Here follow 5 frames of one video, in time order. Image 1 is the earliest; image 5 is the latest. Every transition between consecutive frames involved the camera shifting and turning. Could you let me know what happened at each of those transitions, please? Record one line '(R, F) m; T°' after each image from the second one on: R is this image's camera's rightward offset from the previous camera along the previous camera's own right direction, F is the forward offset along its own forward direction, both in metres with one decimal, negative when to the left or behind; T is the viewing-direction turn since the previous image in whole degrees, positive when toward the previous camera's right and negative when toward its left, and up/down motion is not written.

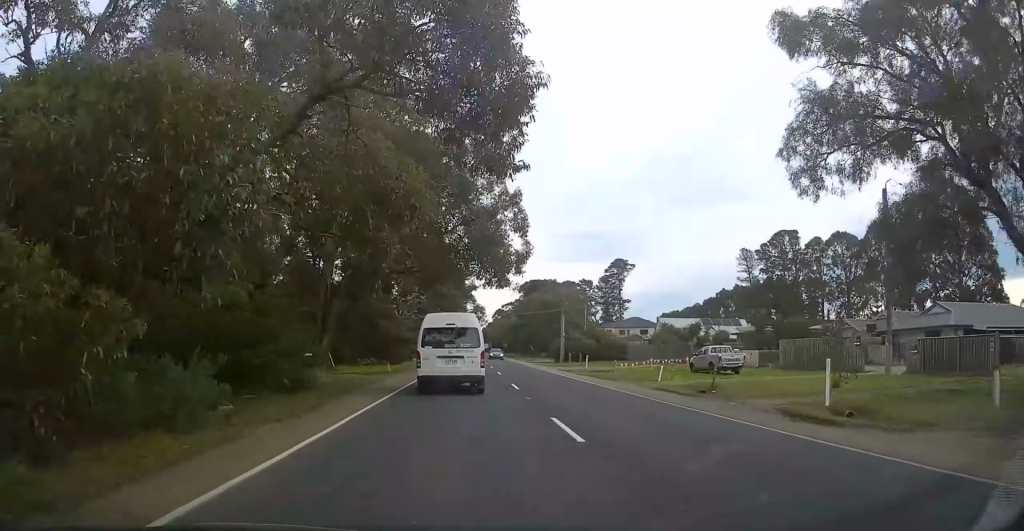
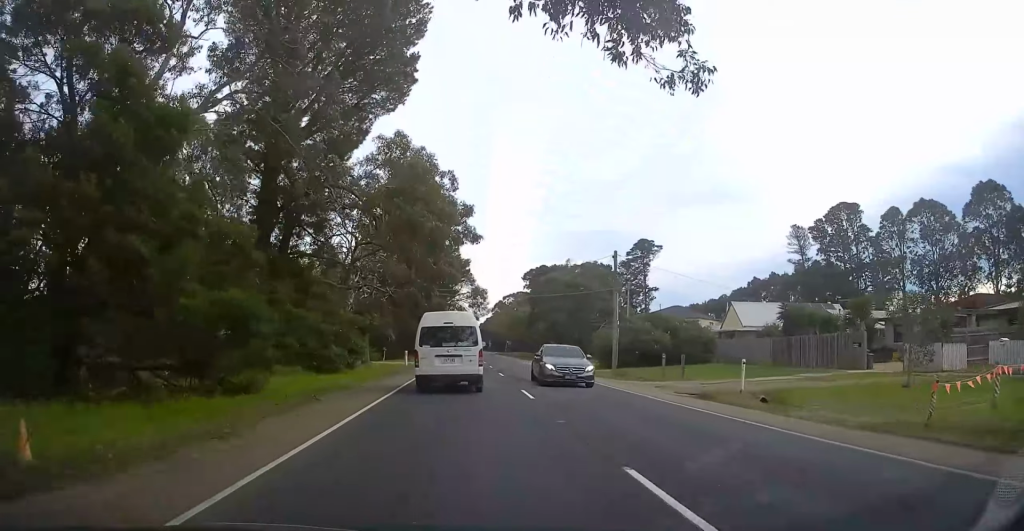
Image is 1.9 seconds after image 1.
(-0.2, +29.4) m; -1°
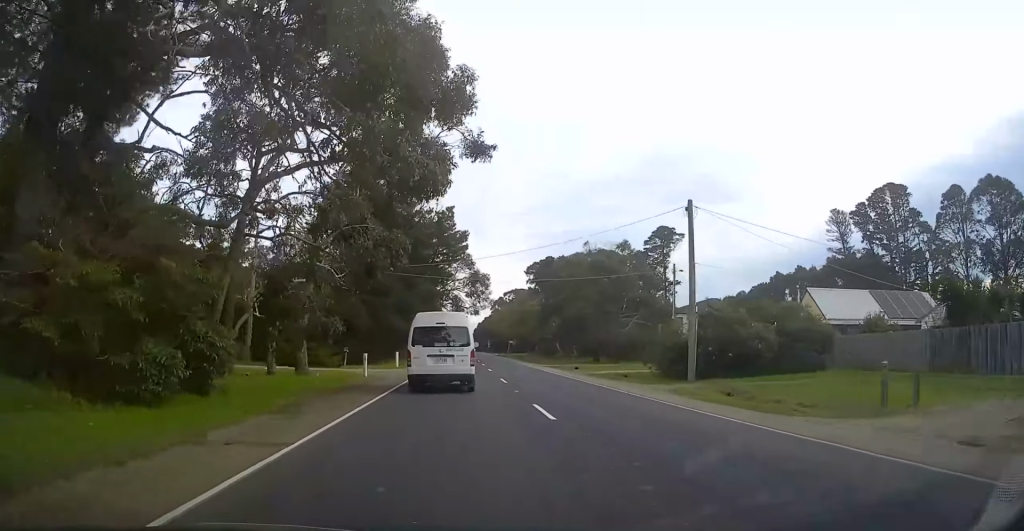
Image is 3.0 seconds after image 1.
(0.0, +17.8) m; +1°
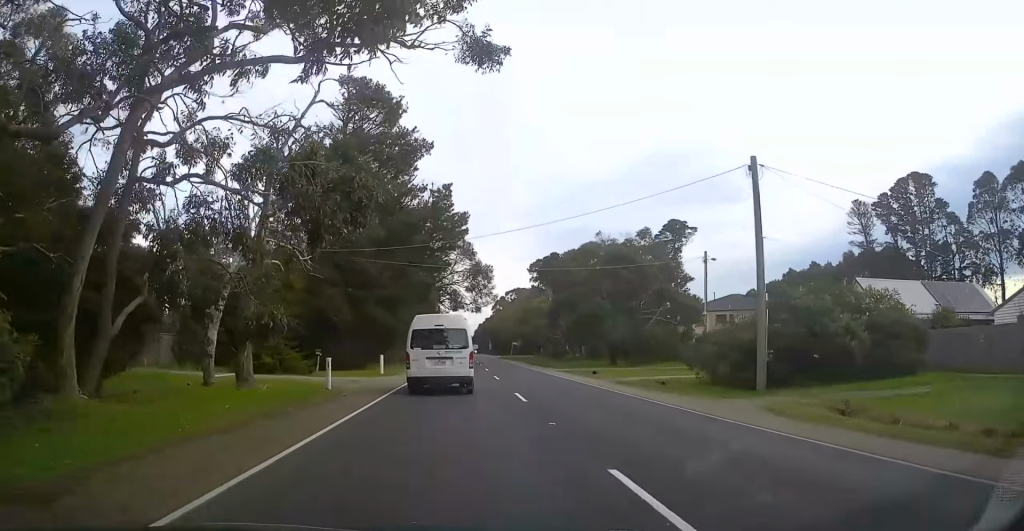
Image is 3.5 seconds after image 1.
(0.0, +7.5) m; +1°
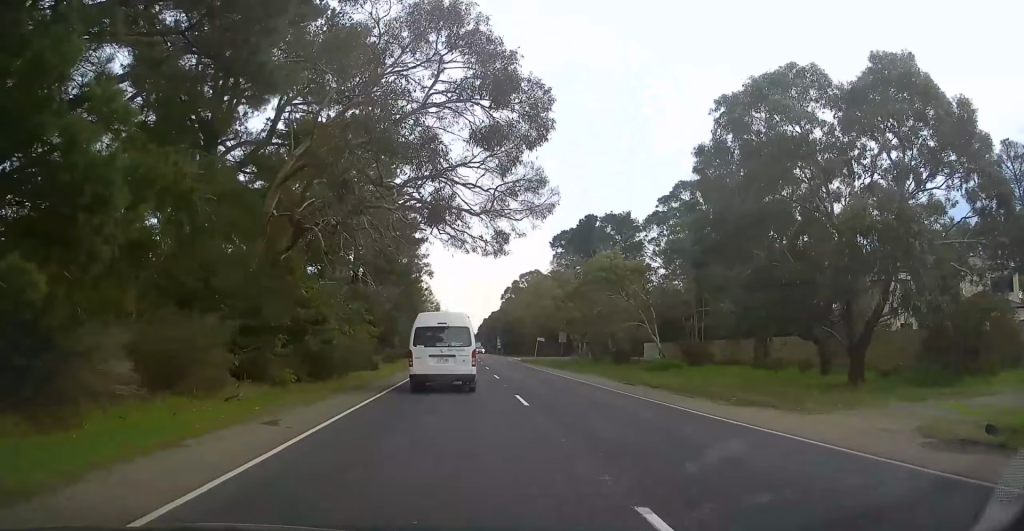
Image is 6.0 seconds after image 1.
(-0.5, +39.5) m; -2°
